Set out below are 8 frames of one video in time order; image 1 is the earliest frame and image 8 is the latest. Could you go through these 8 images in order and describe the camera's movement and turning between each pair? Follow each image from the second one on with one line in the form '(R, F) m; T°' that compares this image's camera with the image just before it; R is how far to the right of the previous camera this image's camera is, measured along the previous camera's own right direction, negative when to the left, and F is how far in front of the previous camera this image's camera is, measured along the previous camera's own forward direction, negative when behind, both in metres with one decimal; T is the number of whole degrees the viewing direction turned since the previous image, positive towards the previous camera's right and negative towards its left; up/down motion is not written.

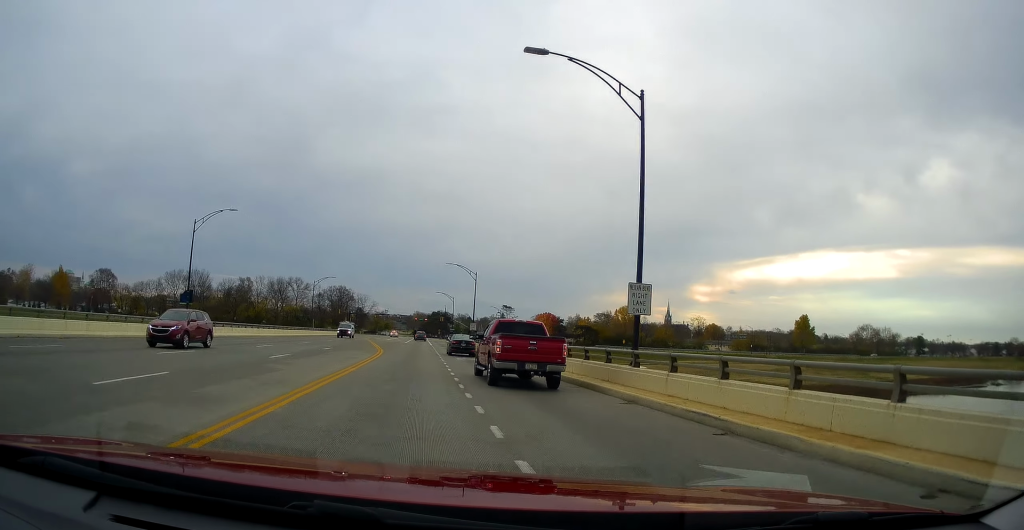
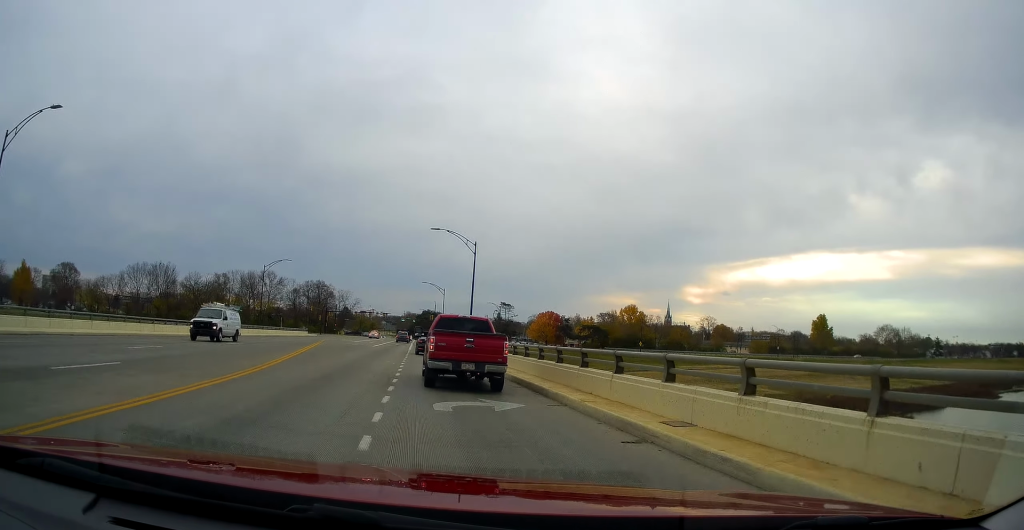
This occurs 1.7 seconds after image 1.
(-0.3, +23.9) m; -2°
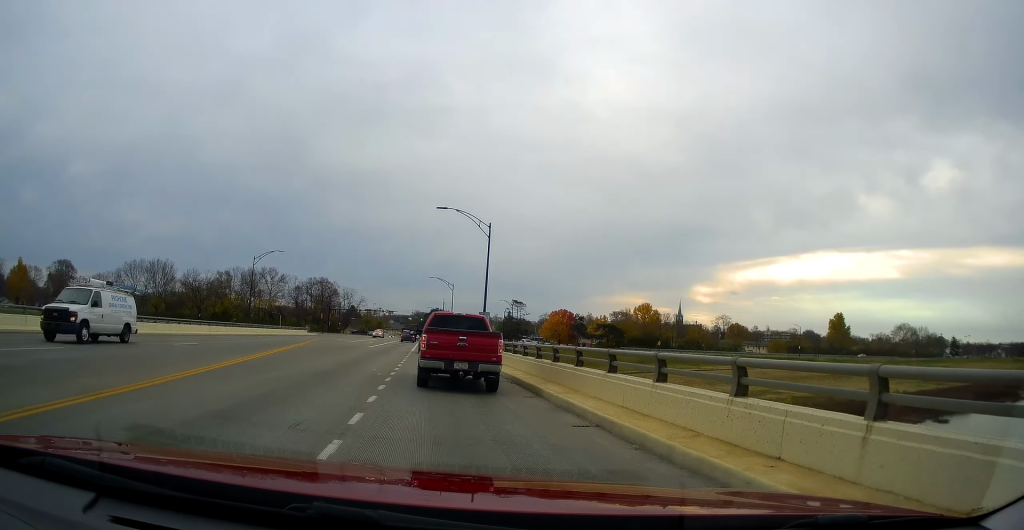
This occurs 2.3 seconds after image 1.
(-0.2, +7.8) m; 0°
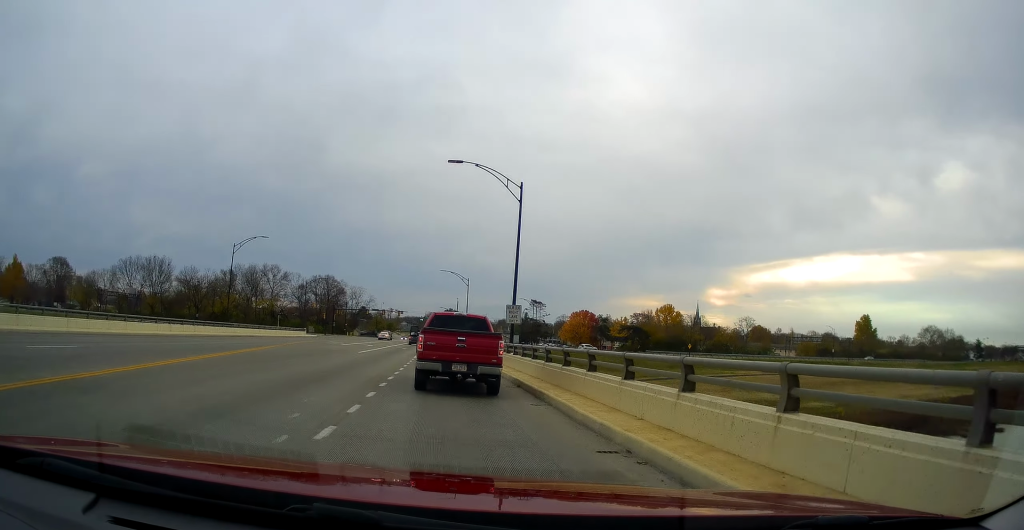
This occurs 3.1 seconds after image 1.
(+0.4, +11.5) m; 0°
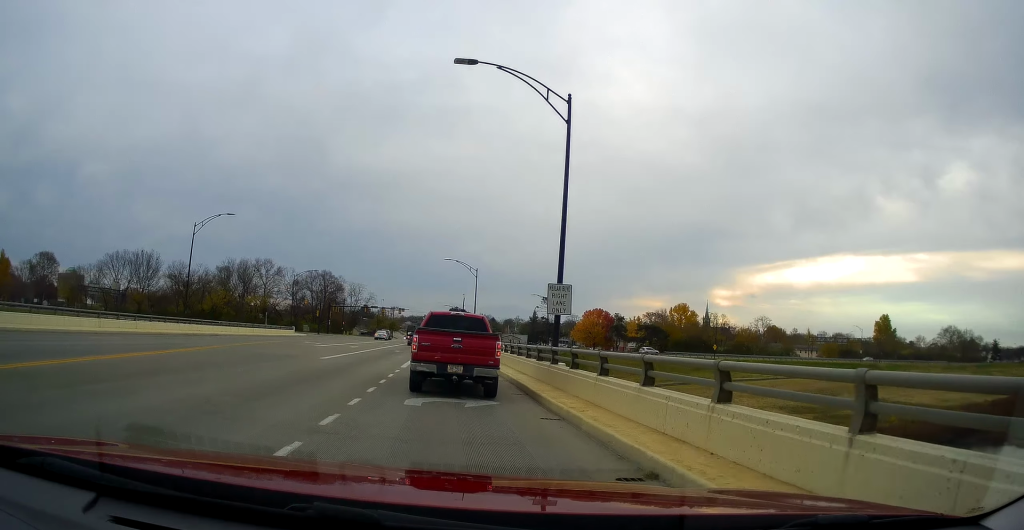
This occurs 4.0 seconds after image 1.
(-0.3, +11.4) m; 0°
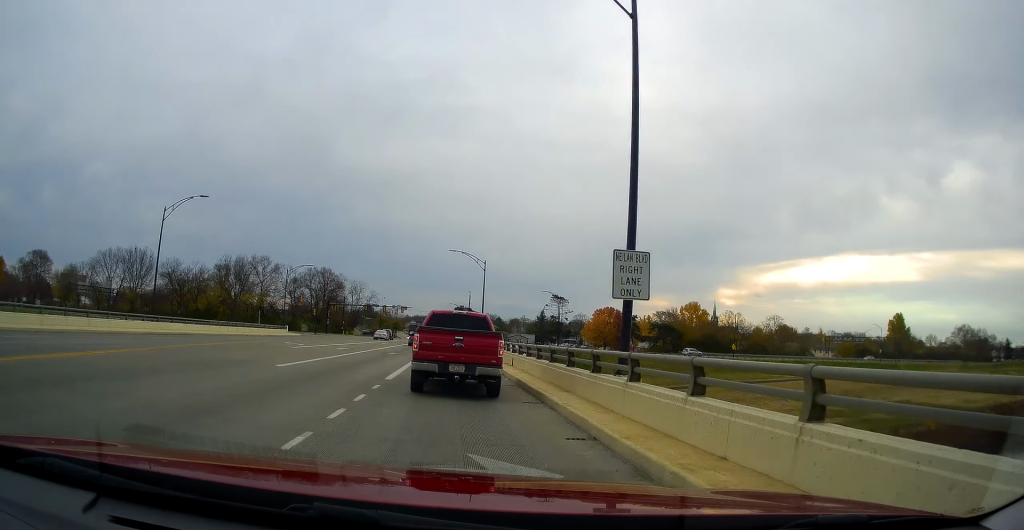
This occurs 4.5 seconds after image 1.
(0.0, +6.9) m; 0°
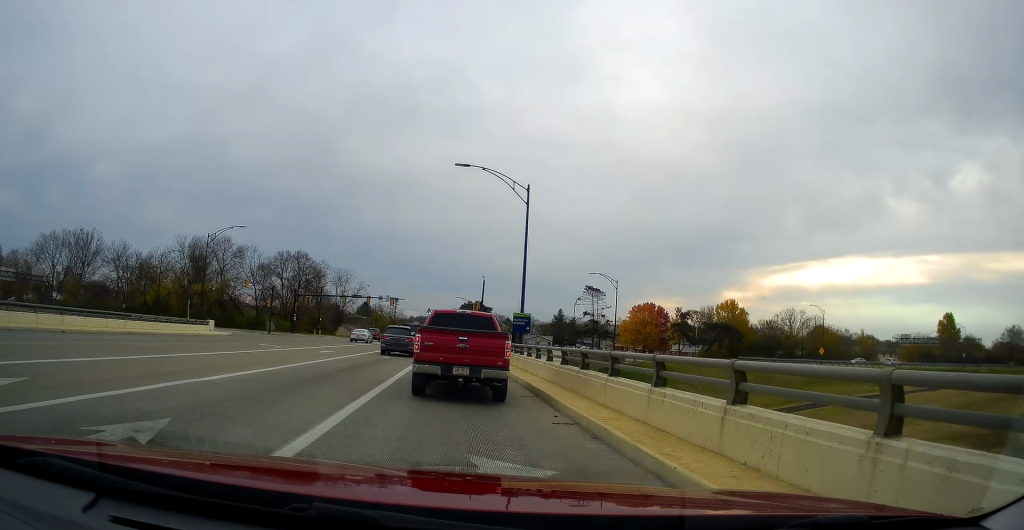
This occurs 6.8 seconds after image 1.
(+0.3, +31.5) m; 0°
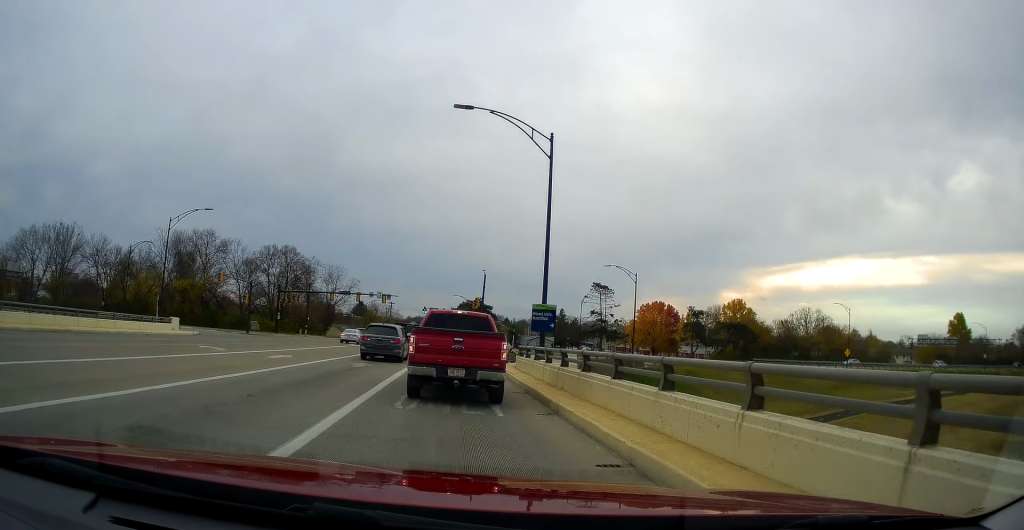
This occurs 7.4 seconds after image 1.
(-0.1, +8.2) m; 0°
